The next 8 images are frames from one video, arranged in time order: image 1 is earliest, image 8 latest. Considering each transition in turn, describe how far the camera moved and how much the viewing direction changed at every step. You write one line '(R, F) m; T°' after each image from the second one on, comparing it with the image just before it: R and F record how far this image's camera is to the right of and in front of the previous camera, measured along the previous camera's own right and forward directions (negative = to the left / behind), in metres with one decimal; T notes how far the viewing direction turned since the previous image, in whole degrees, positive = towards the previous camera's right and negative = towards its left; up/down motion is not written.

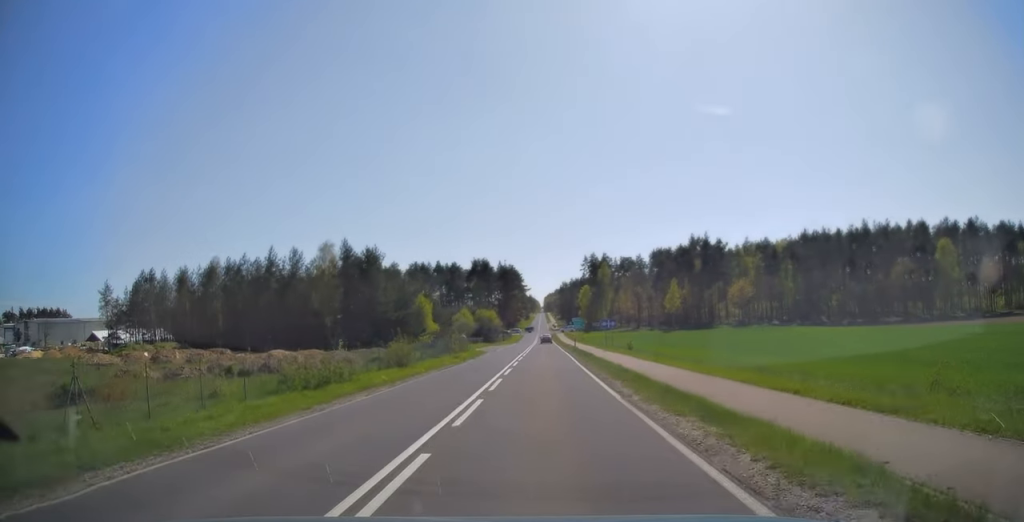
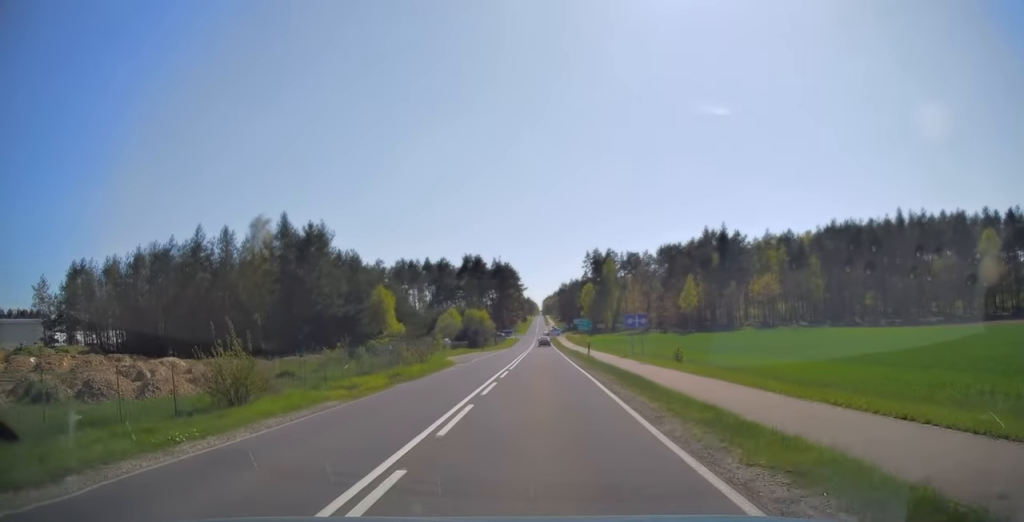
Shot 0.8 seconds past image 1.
(+0.1, +19.3) m; 0°
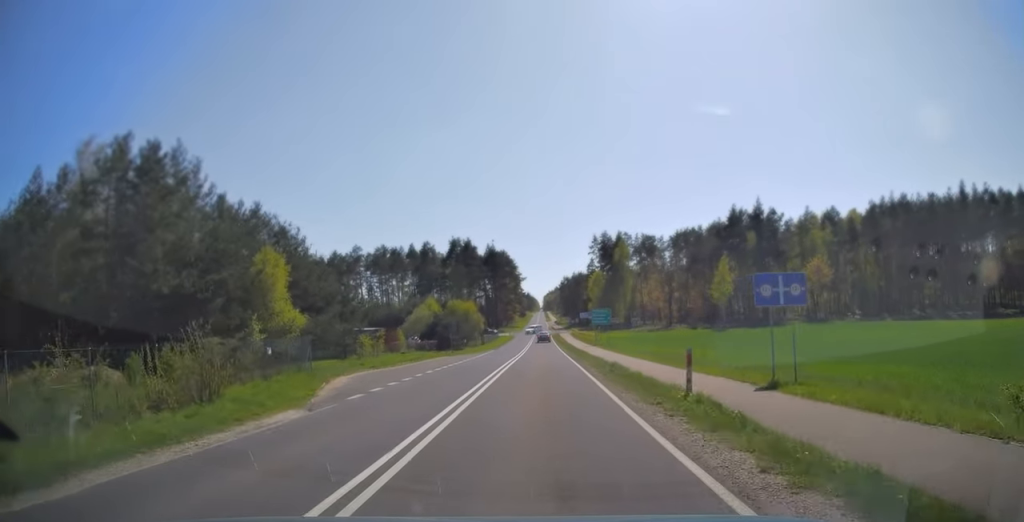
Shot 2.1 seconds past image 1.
(-0.1, +26.2) m; 0°
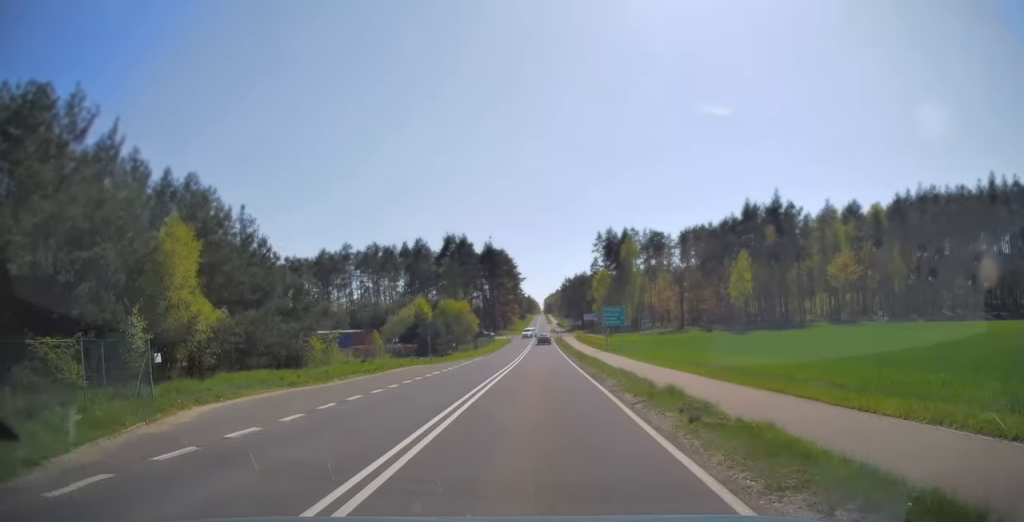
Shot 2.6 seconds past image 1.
(+0.1, +10.1) m; 0°
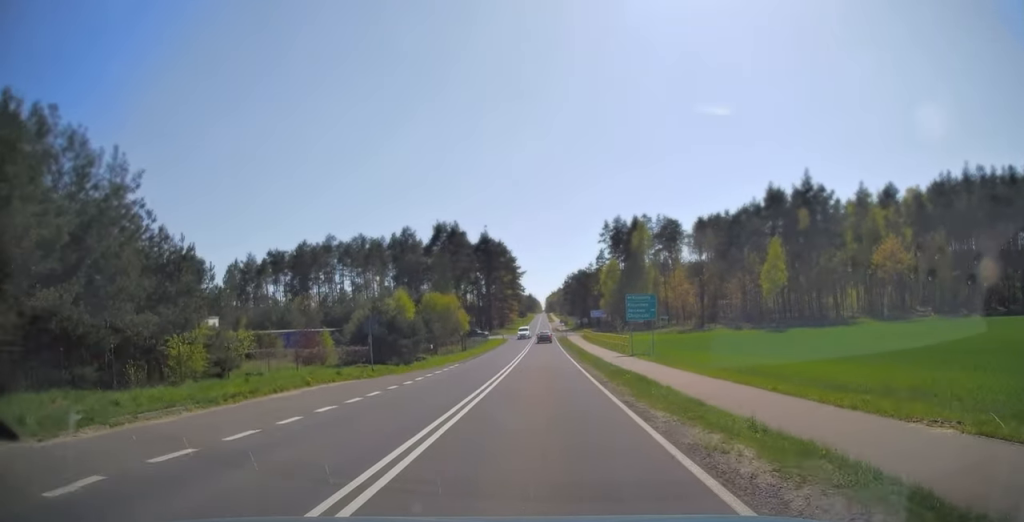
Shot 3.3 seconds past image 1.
(0.0, +14.5) m; 0°
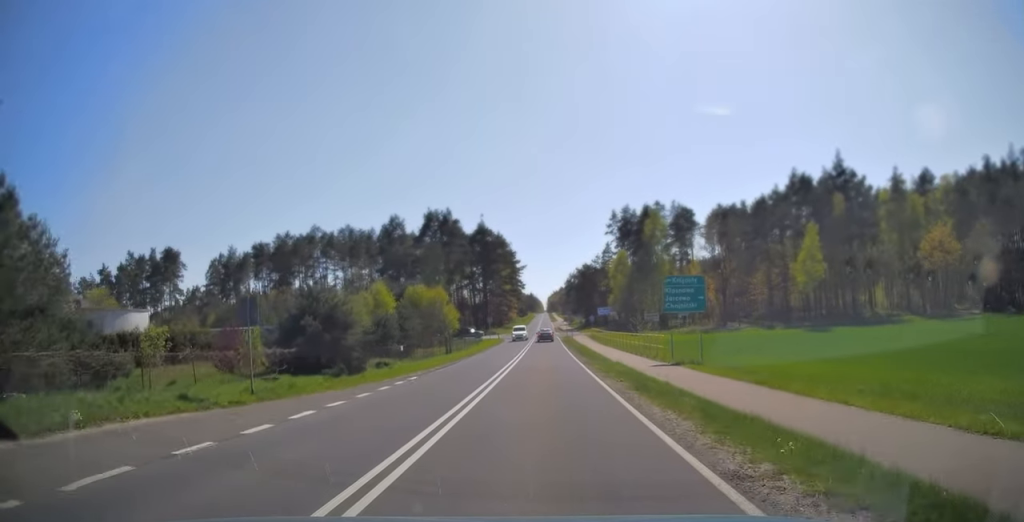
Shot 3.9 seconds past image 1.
(-0.1, +12.0) m; 0°
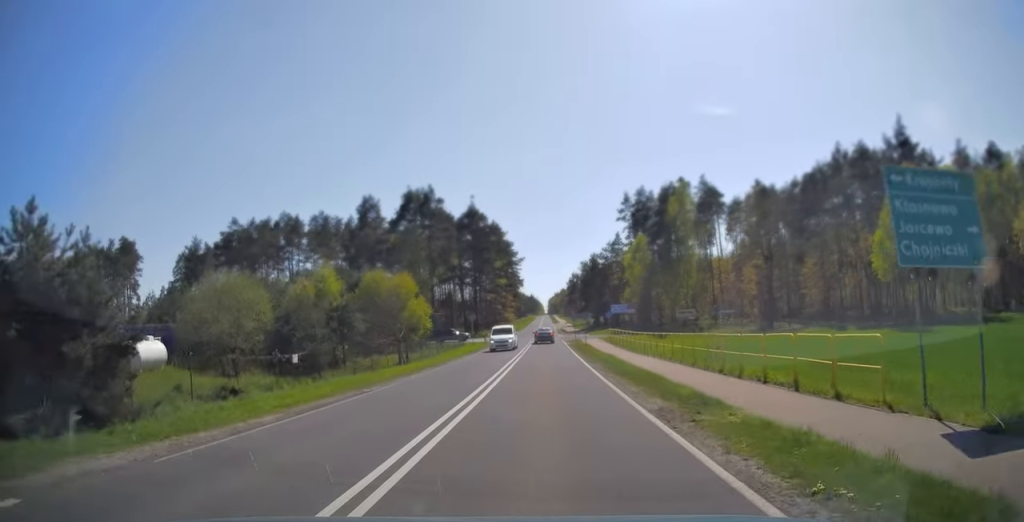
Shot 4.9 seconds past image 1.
(0.0, +18.5) m; 0°
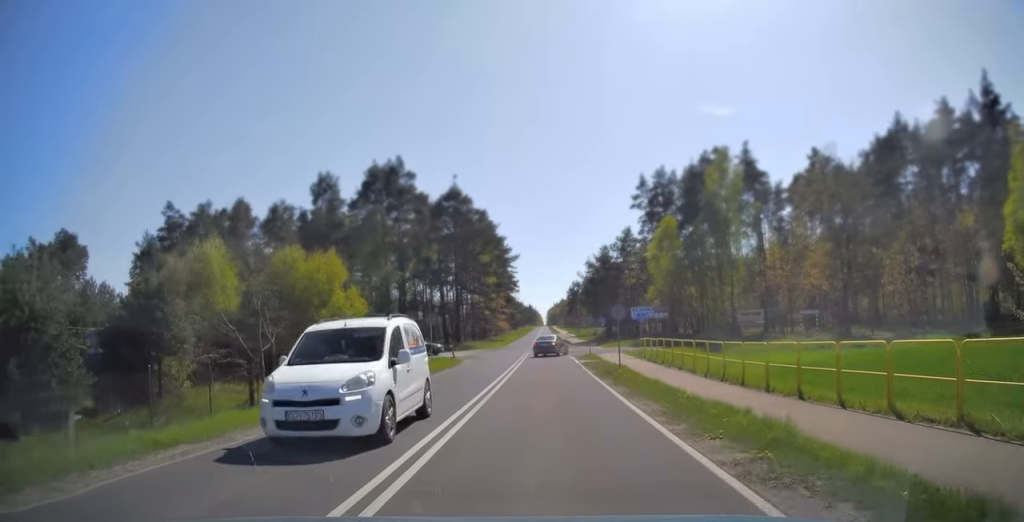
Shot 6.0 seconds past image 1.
(0.0, +20.1) m; 0°
